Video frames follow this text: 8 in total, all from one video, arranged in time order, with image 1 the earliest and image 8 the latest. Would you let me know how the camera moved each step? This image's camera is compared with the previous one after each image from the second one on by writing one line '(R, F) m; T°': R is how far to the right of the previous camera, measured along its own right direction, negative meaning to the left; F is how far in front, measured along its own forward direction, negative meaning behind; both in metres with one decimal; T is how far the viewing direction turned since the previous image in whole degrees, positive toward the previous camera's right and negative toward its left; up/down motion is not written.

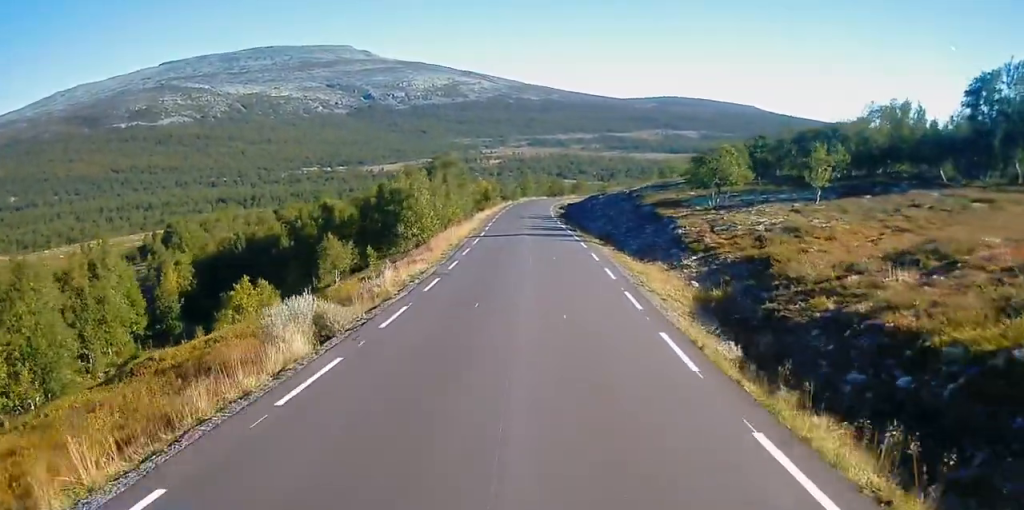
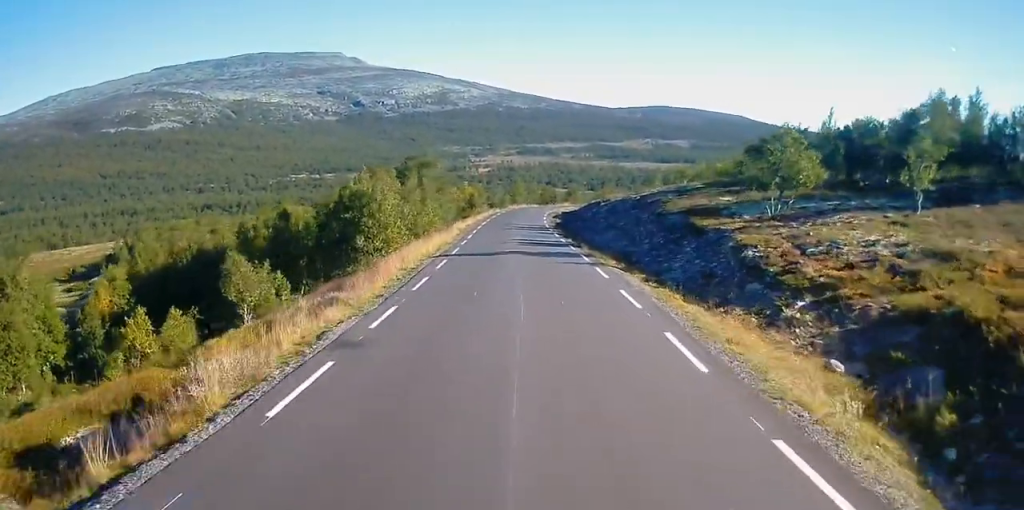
(+0.2, +12.4) m; +1°
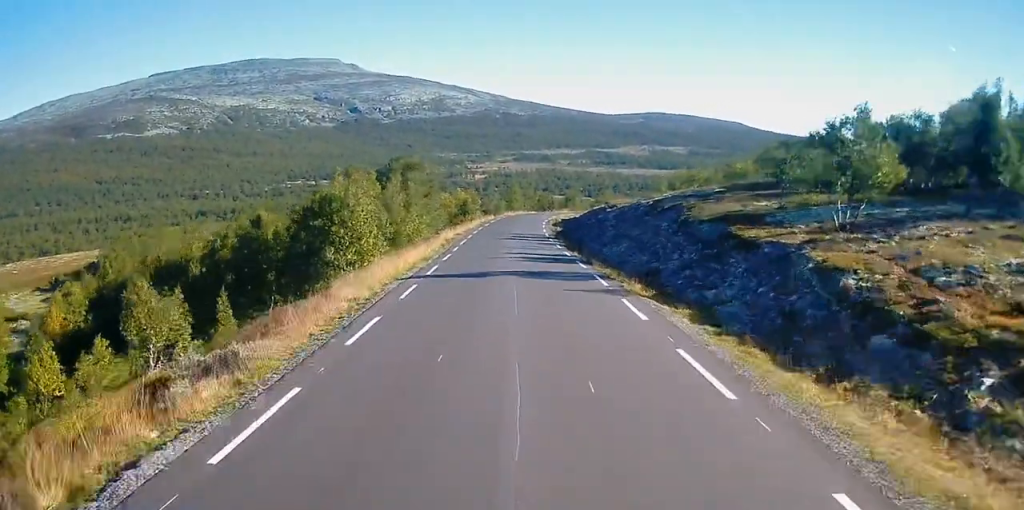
(0.0, +7.4) m; -1°
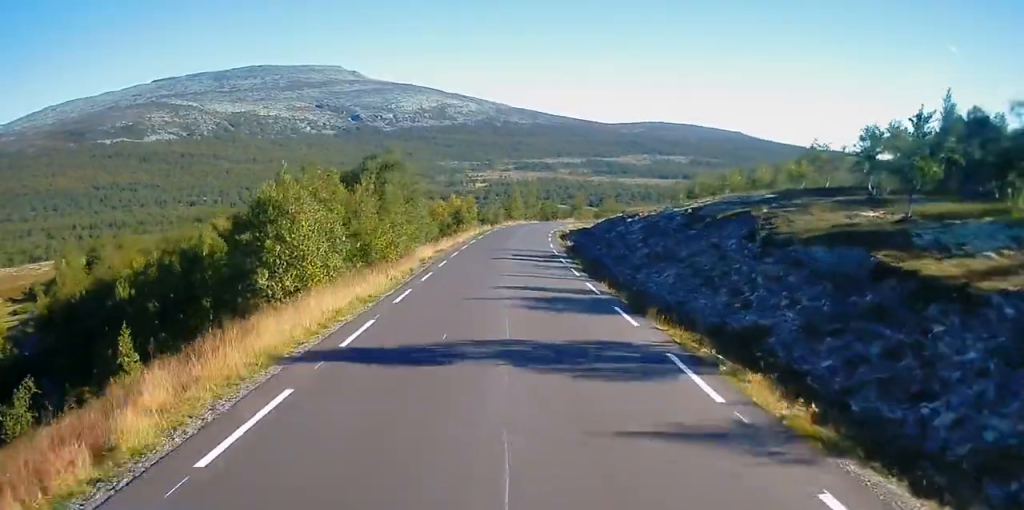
(-0.1, +11.9) m; -1°
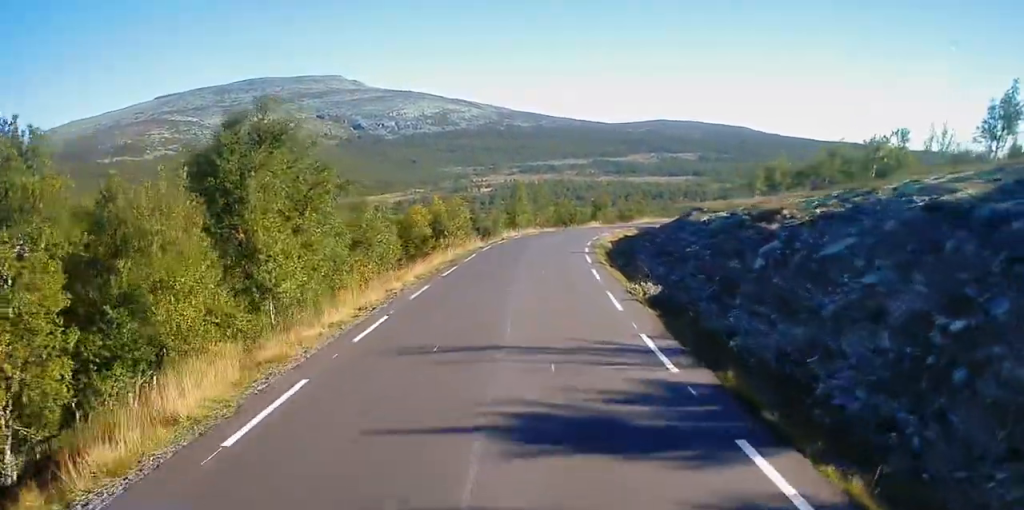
(+0.1, +28.6) m; +1°
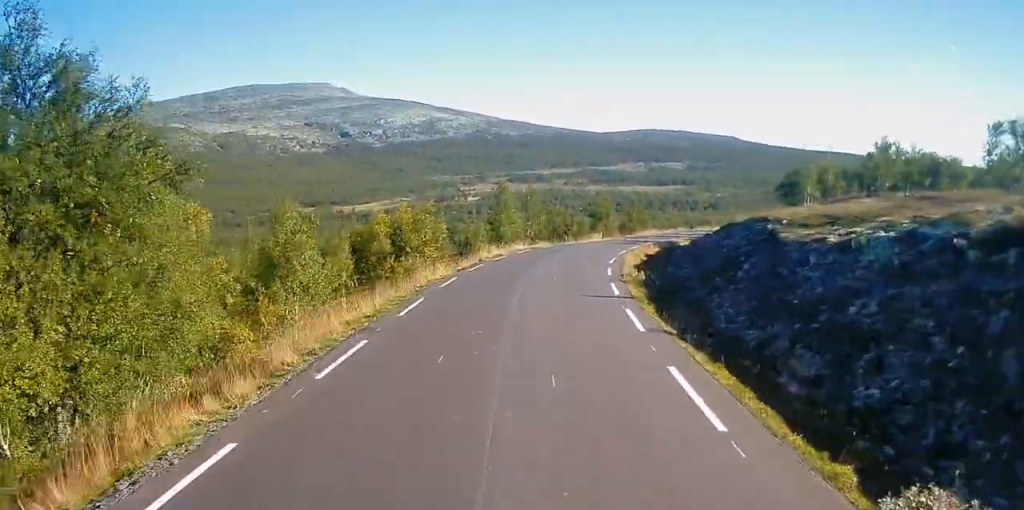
(0.0, +14.5) m; +1°
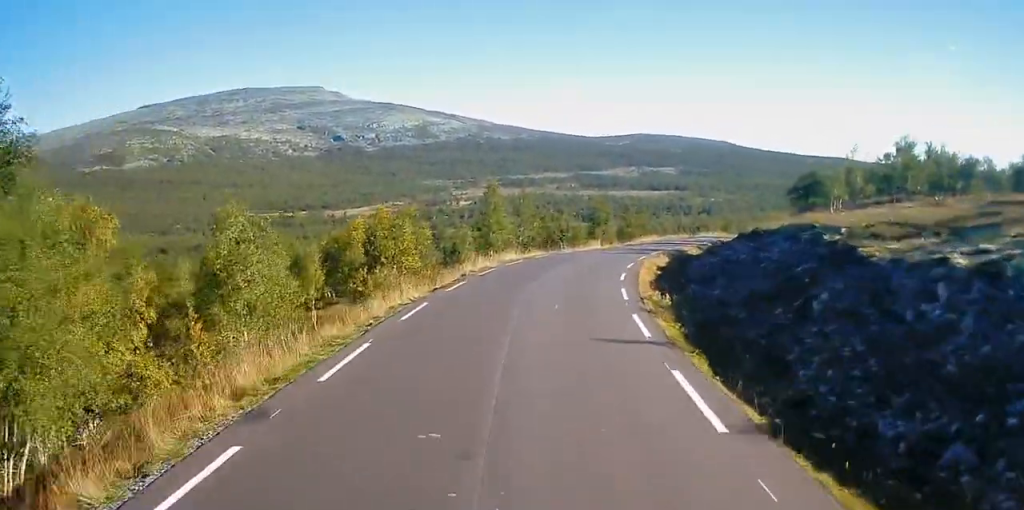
(+0.1, +5.8) m; +1°
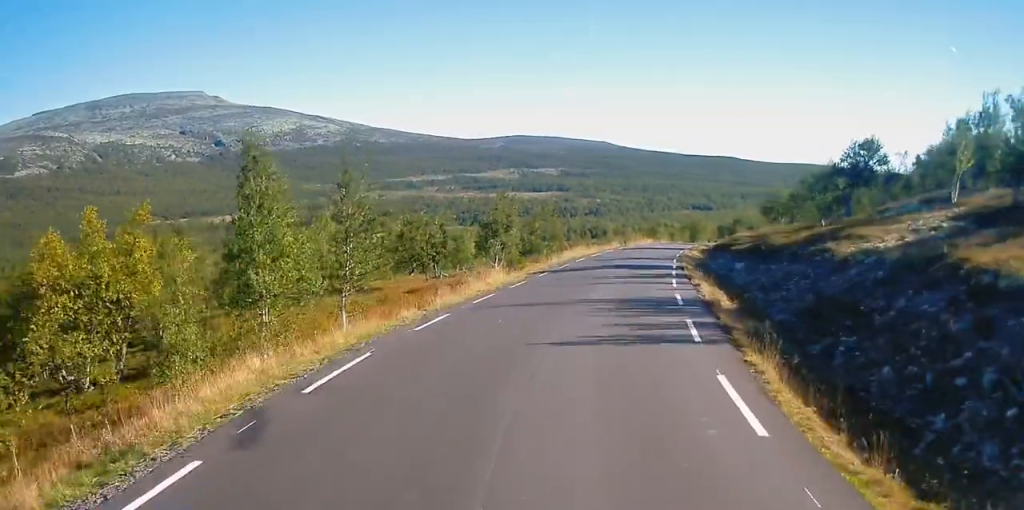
(+2.2, +29.8) m; +9°
